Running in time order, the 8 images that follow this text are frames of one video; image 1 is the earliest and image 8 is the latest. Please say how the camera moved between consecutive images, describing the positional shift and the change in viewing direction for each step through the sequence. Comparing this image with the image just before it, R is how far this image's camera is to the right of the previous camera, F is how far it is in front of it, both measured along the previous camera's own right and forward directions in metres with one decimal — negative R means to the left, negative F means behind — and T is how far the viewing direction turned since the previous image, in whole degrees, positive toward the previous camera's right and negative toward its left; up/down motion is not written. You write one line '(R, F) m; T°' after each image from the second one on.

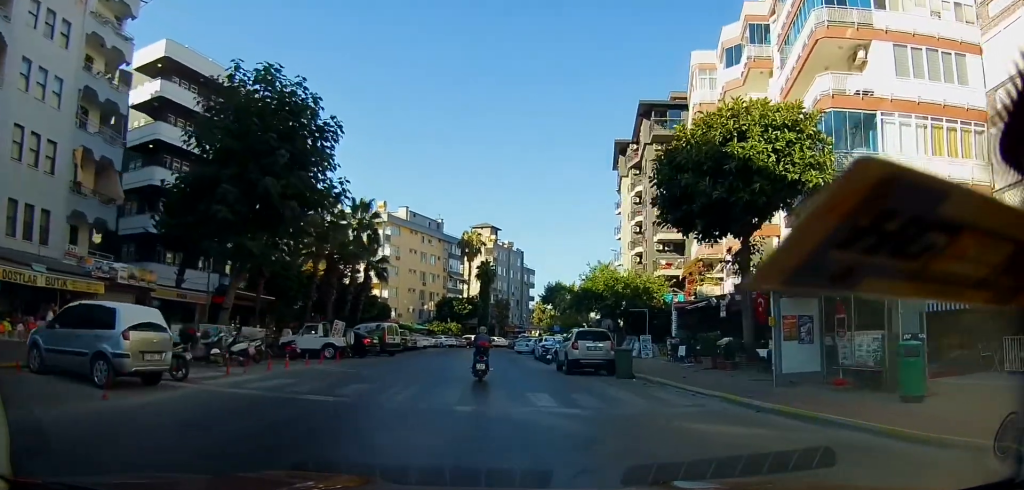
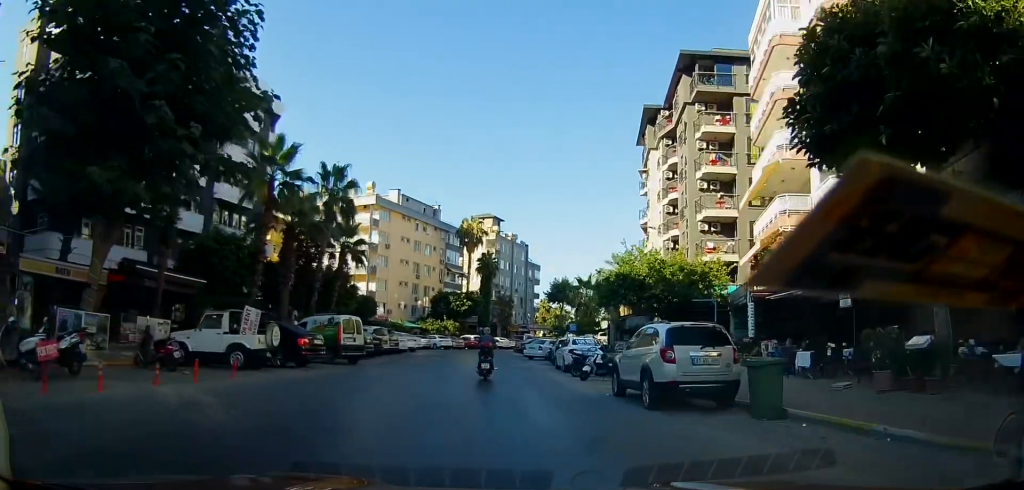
(+0.6, +9.4) m; +2°
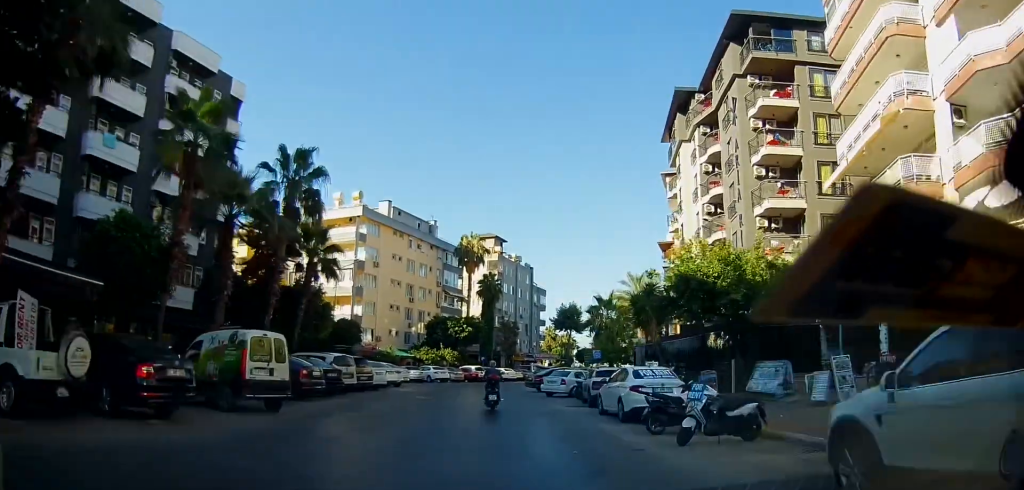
(-0.2, +8.6) m; 0°
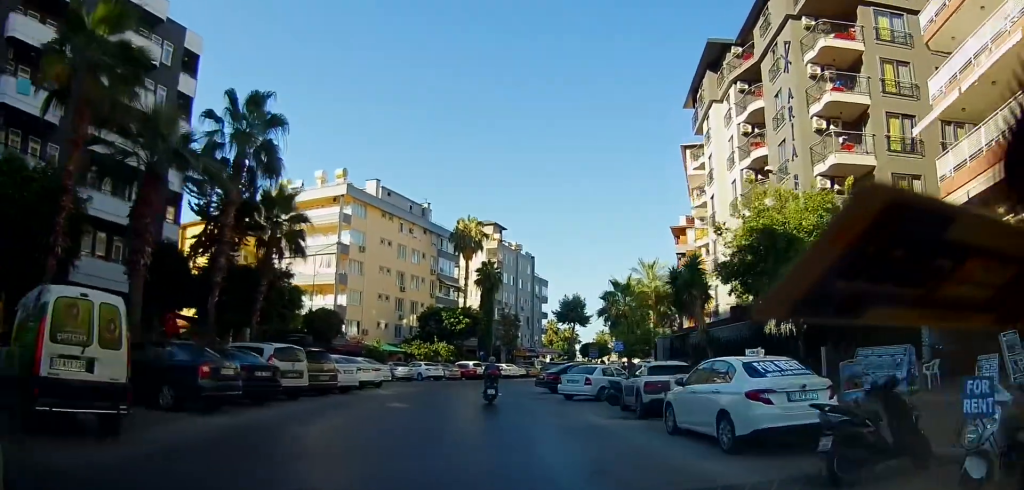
(+0.2, +6.4) m; 0°
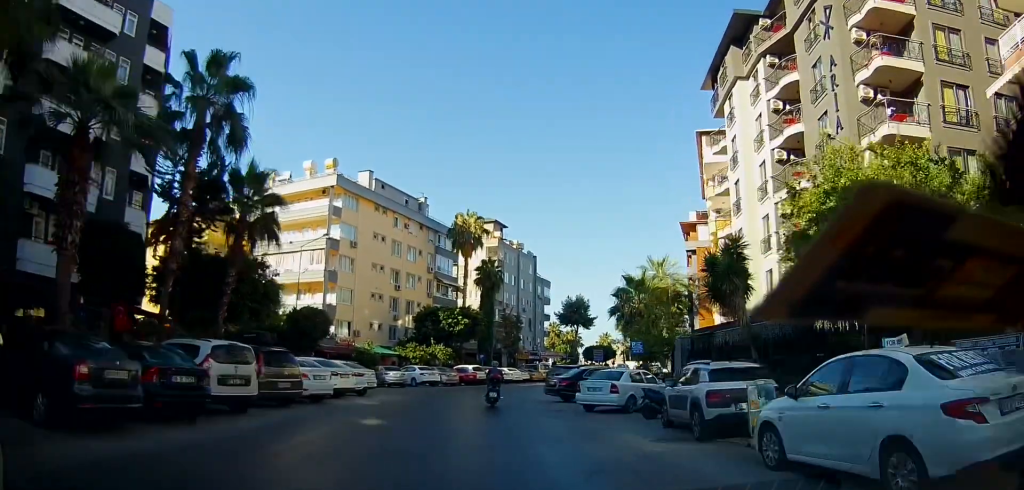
(-0.2, +3.9) m; -2°
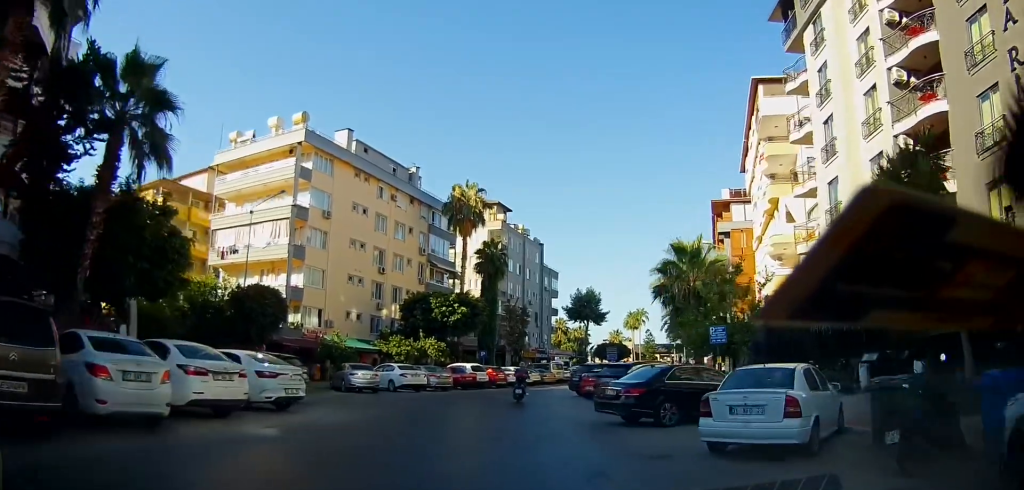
(-0.2, +10.3) m; 0°
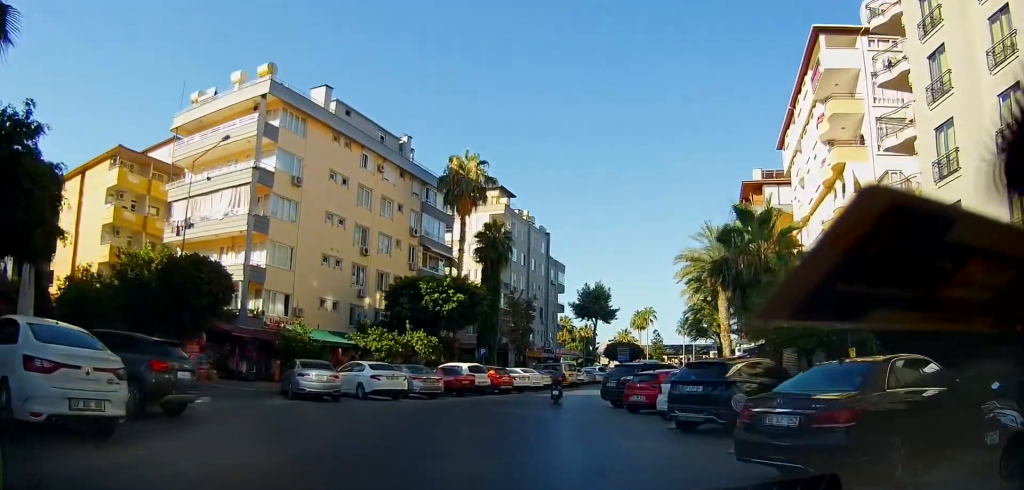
(+0.1, +7.7) m; -2°
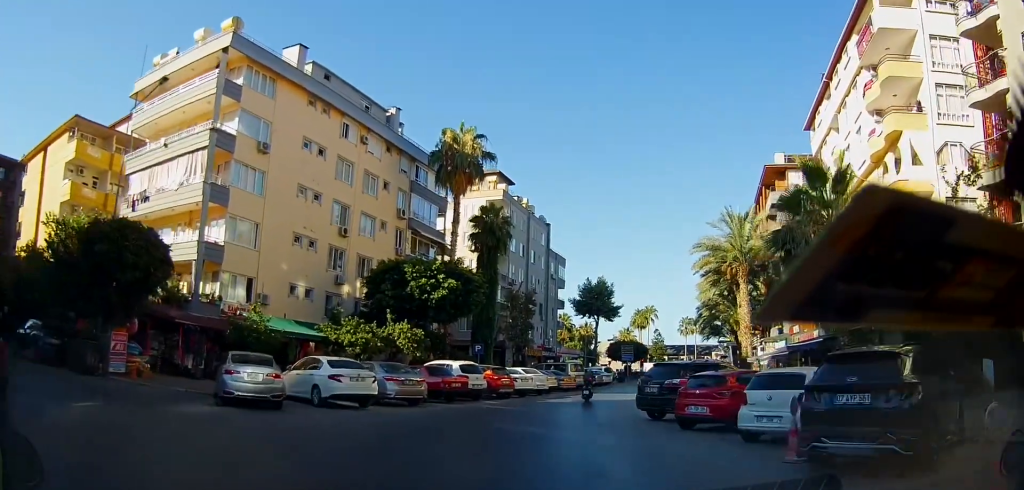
(-0.3, +5.2) m; +1°
